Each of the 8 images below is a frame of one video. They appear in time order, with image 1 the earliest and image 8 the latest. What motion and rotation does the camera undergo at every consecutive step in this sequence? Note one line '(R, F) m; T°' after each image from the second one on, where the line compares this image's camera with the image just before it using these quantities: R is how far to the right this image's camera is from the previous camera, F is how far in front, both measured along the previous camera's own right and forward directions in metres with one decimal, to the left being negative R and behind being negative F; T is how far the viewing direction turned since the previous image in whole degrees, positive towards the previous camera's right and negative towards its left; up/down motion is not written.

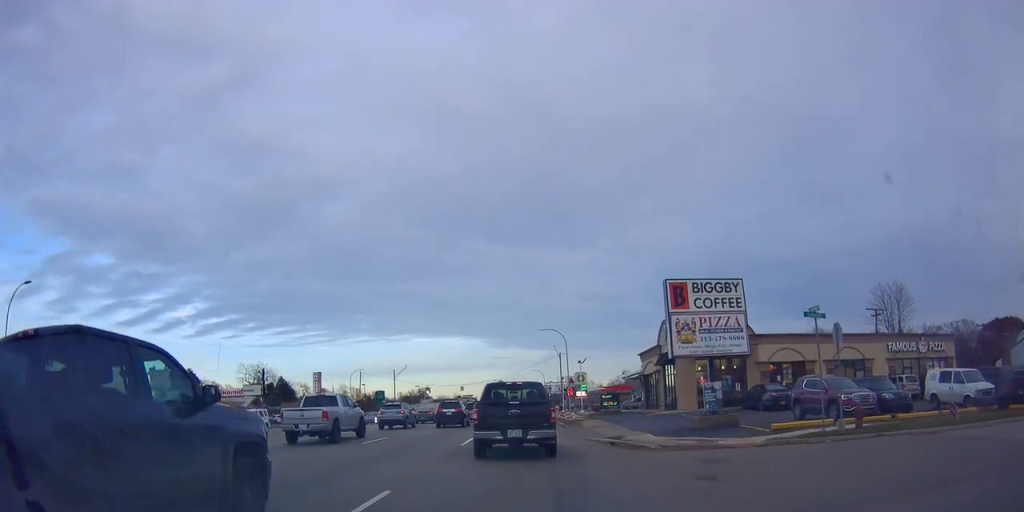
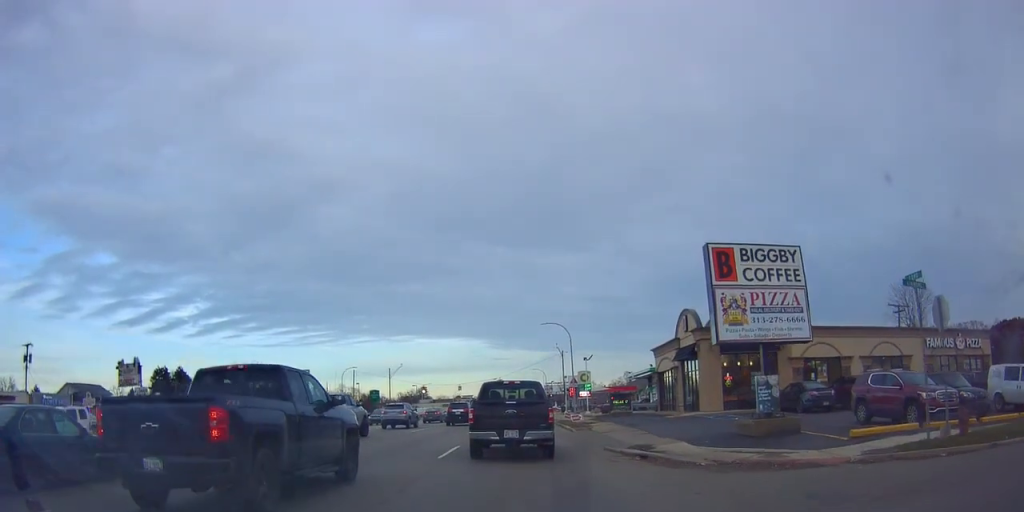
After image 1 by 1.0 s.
(0.0, +4.3) m; -4°
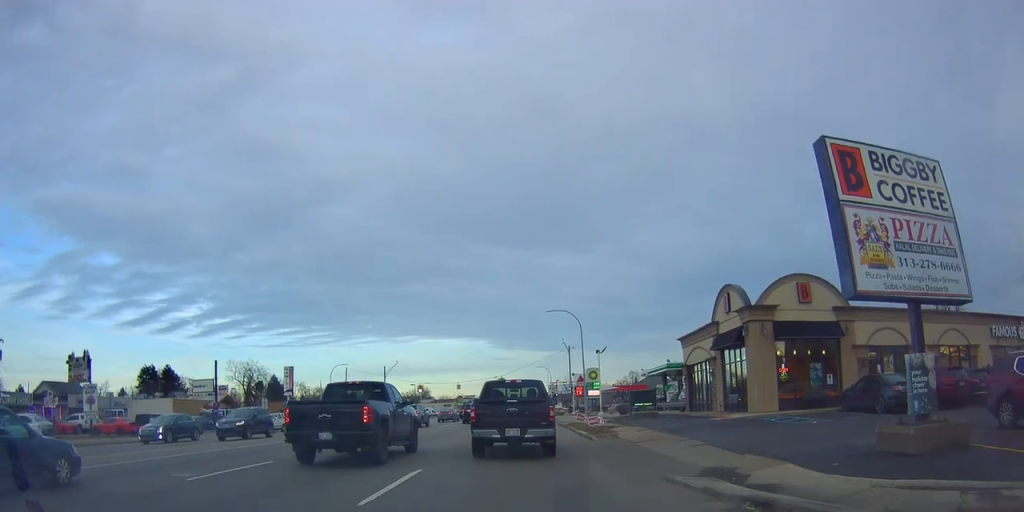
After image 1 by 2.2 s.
(-0.5, +6.7) m; -4°
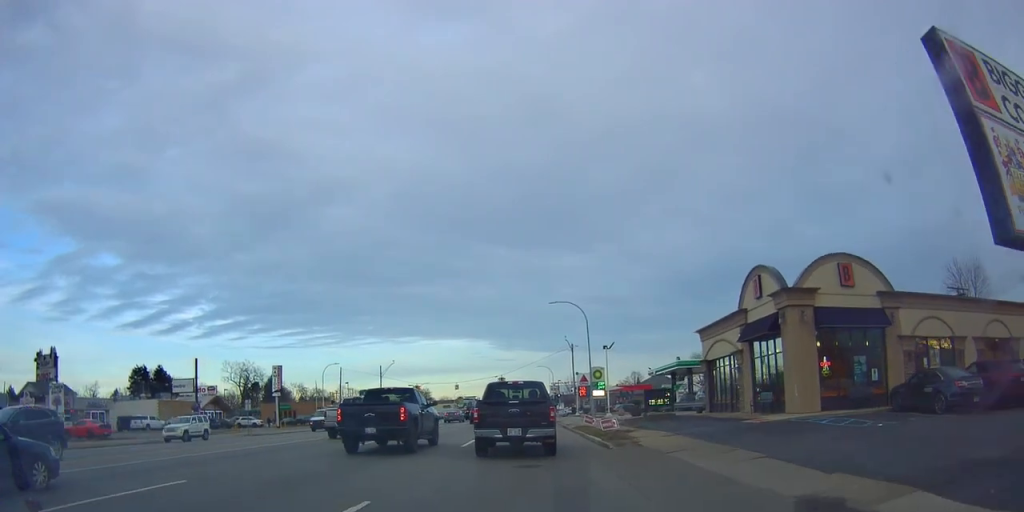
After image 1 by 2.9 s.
(0.0, +3.9) m; 0°
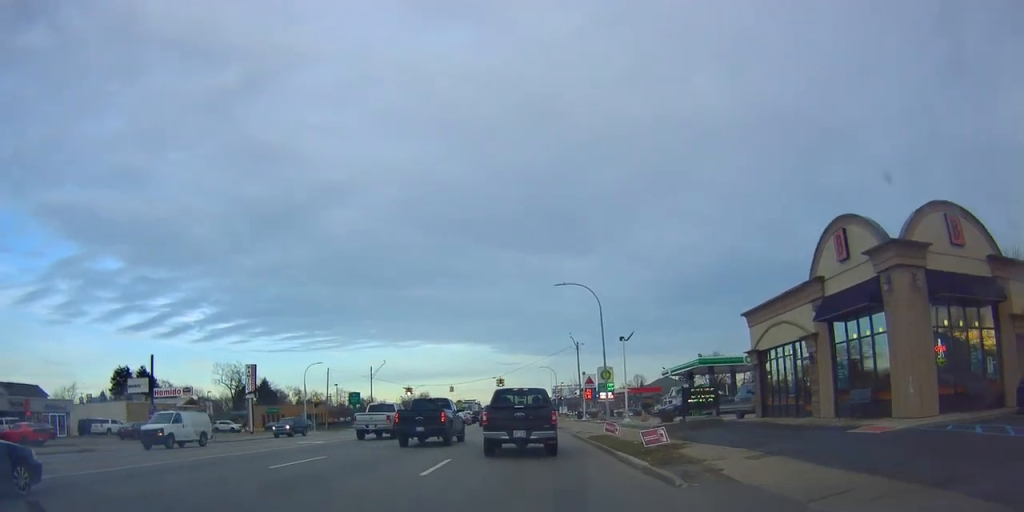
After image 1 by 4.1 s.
(0.0, +7.3) m; 0°
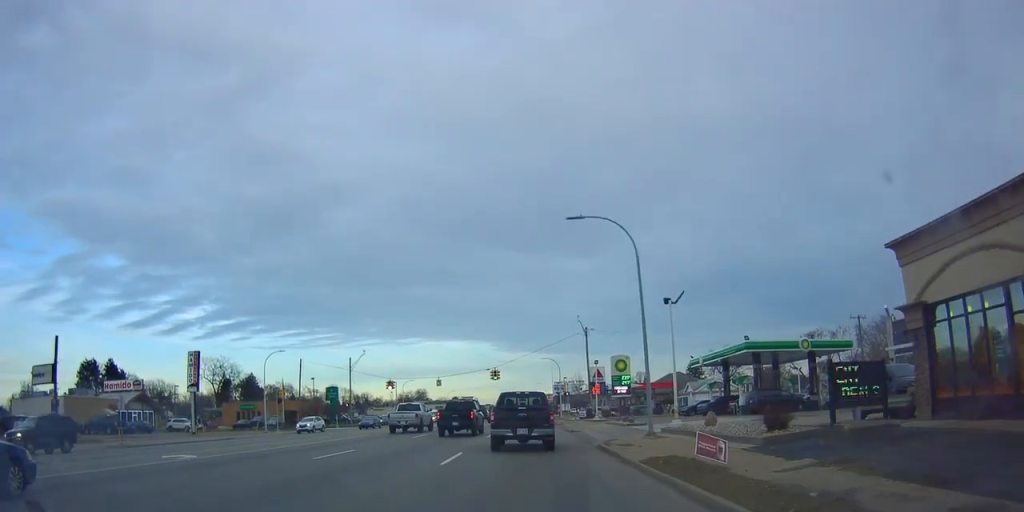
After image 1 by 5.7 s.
(0.0, +11.2) m; 0°
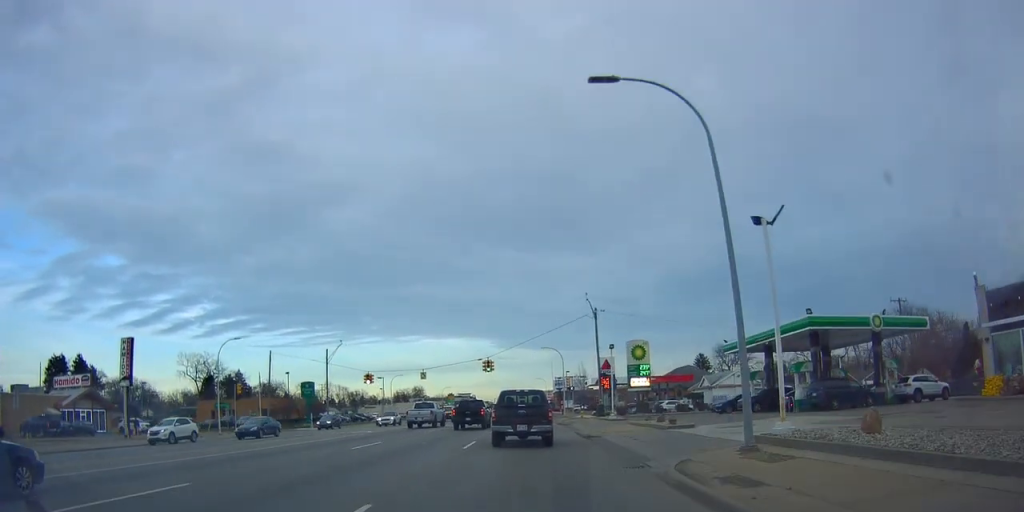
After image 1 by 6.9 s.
(0.0, +9.5) m; 0°
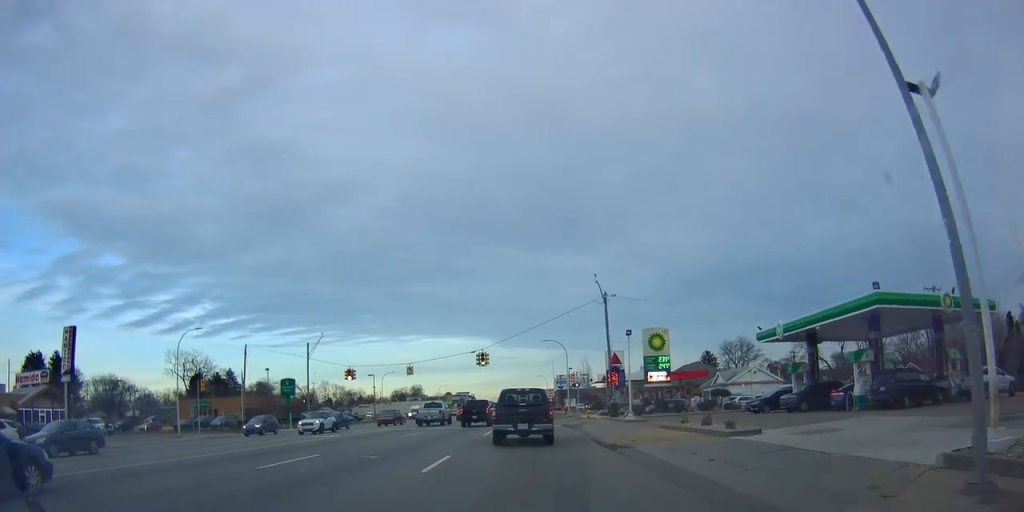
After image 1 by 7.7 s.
(0.0, +6.5) m; 0°
